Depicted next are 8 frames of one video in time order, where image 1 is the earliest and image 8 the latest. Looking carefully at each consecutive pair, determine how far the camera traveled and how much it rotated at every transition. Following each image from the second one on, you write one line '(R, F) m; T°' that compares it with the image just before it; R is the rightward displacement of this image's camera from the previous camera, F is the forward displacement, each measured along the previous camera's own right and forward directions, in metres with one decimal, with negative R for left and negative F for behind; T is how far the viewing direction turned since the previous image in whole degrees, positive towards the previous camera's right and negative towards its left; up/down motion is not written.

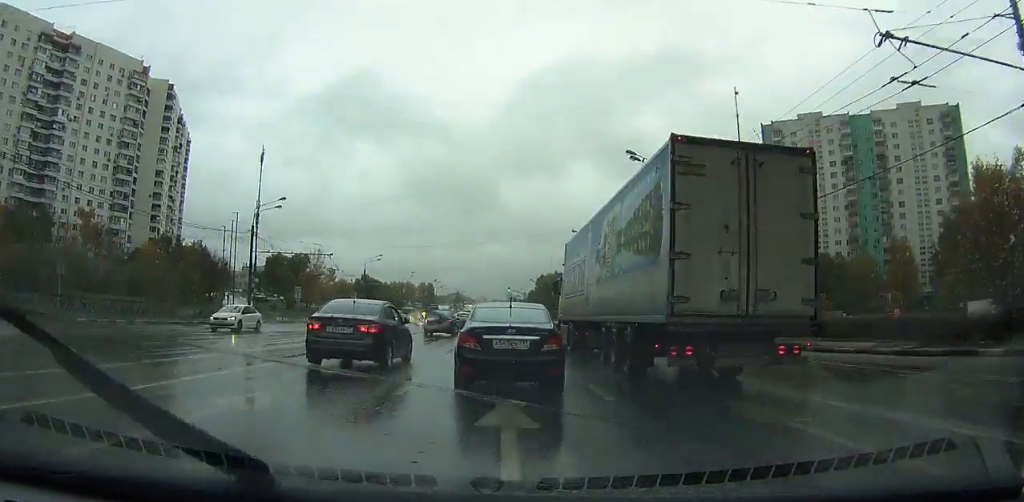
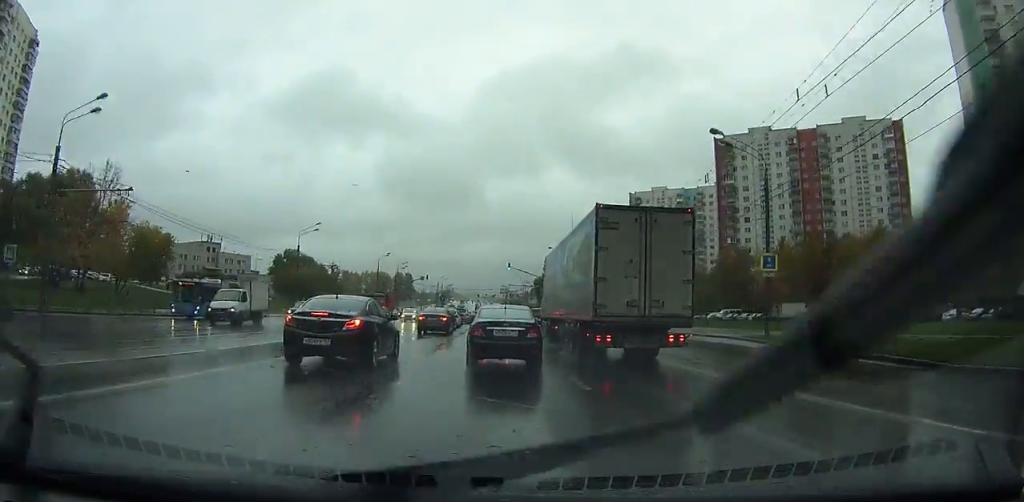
(-0.7, +71.0) m; 0°
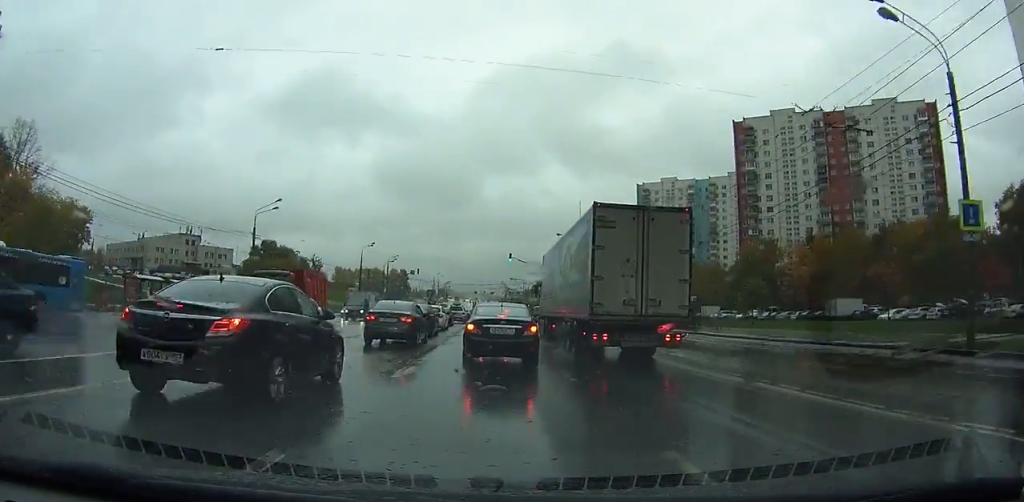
(+0.1, +11.9) m; 0°
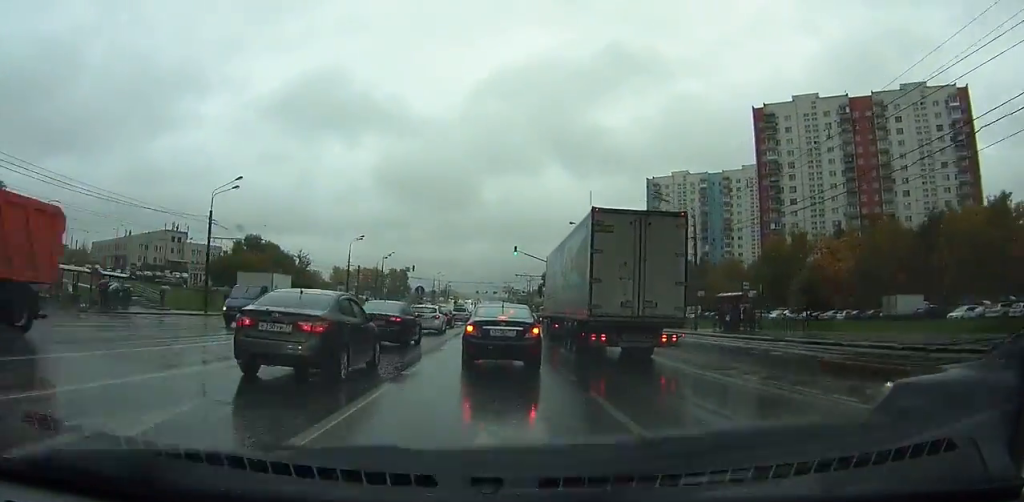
(0.0, +8.8) m; +1°
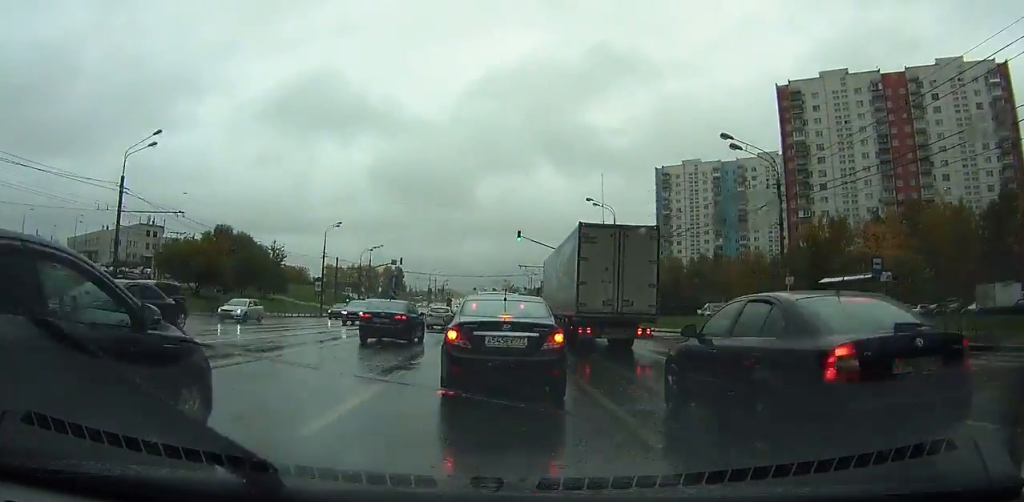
(+0.2, +12.9) m; +3°
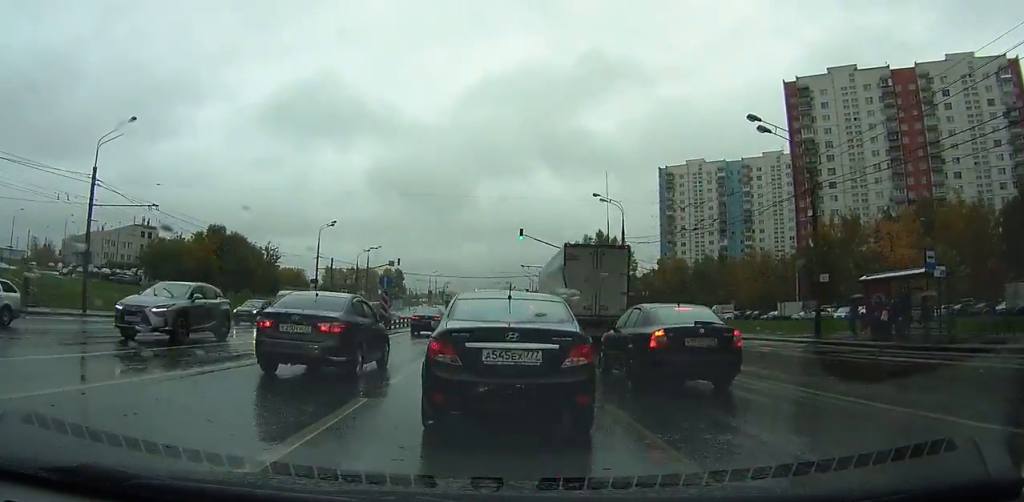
(+0.3, +6.3) m; +2°
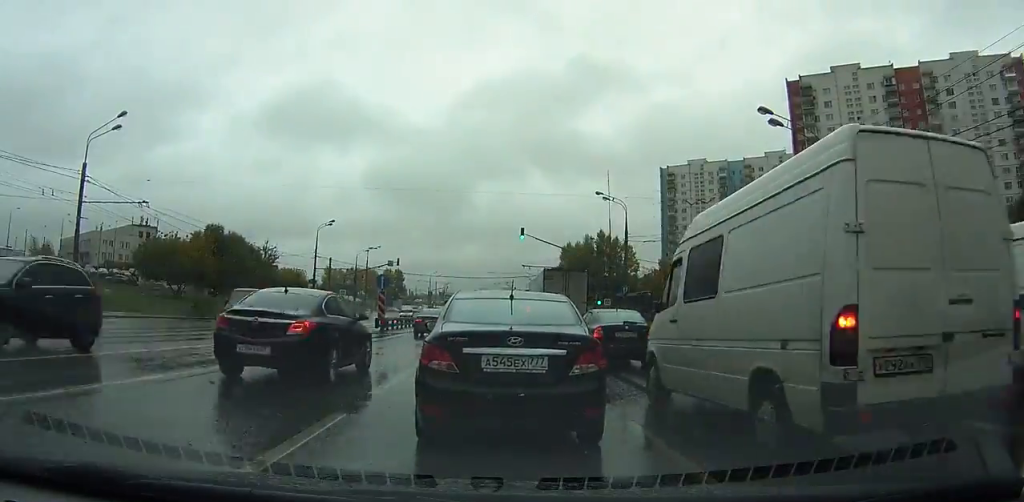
(-0.1, +5.3) m; -5°
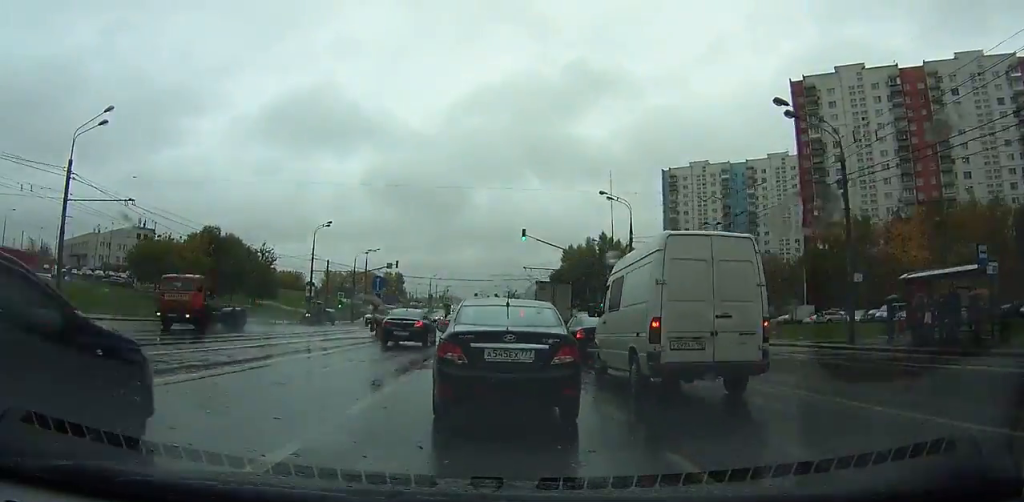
(-0.2, +3.7) m; -3°
